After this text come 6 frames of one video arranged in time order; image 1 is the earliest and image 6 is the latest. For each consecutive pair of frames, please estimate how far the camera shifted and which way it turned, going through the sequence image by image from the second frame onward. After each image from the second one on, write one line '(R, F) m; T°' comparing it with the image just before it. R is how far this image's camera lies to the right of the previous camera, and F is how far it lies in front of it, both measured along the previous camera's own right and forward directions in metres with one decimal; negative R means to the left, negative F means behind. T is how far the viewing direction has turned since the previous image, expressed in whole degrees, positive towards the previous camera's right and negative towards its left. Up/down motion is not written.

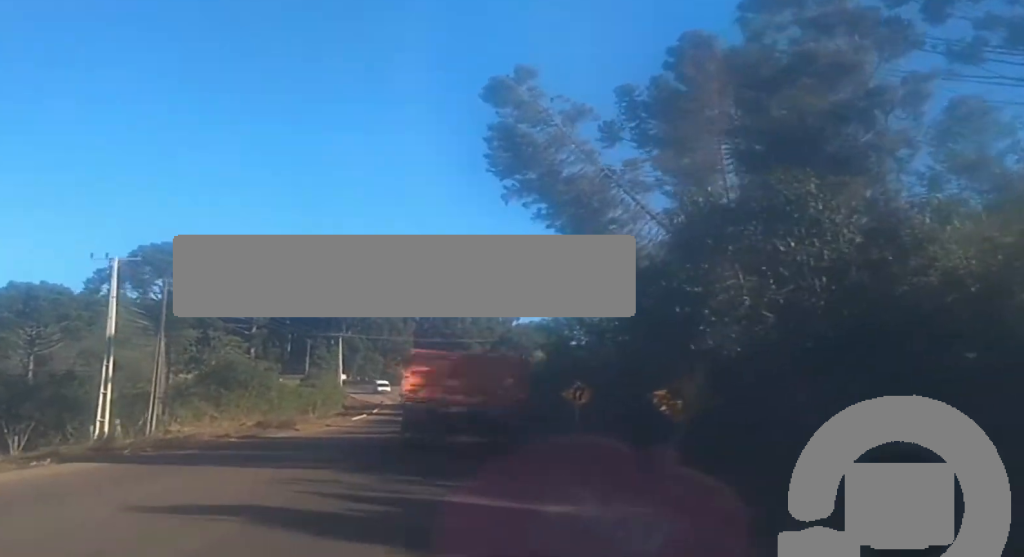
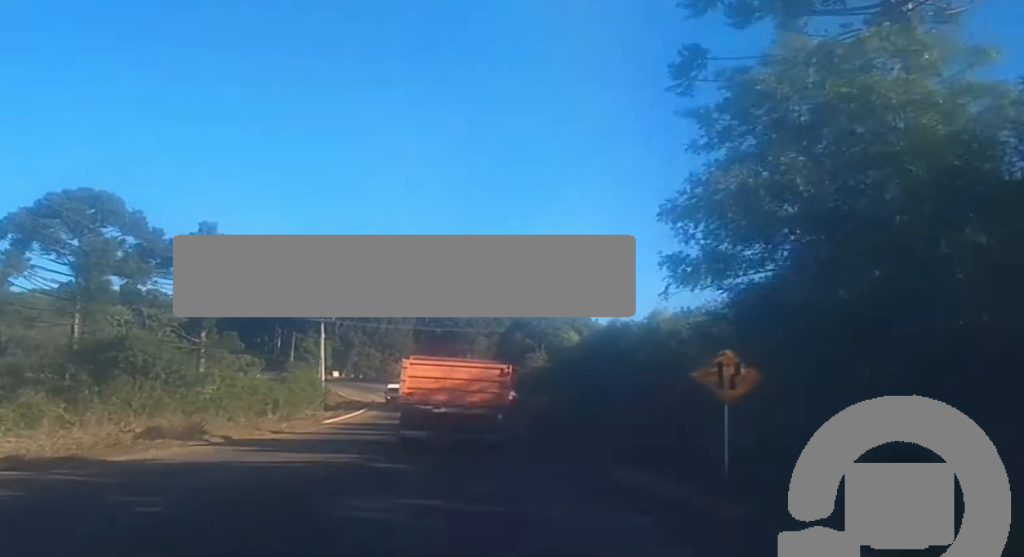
(-0.5, +19.3) m; 0°
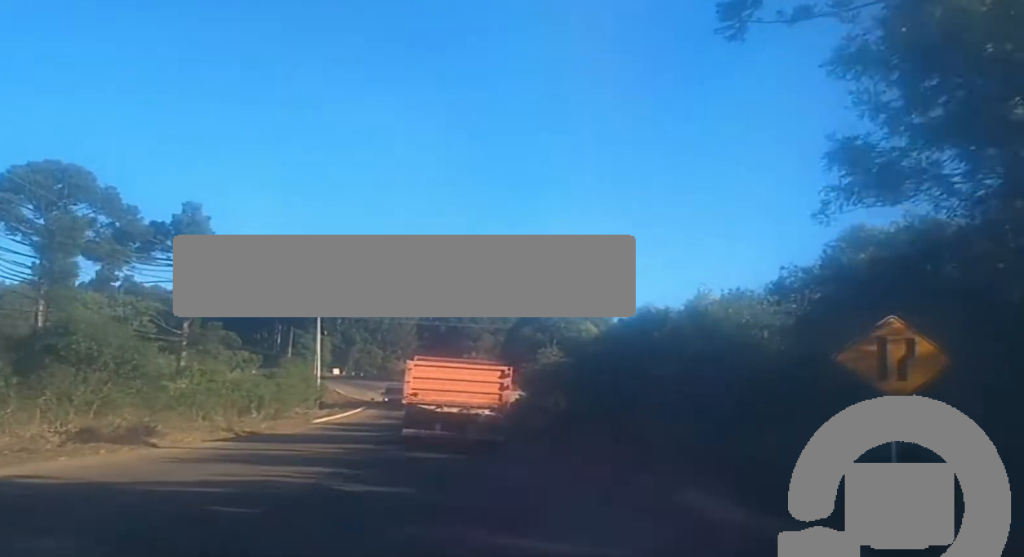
(0.0, +5.7) m; +1°
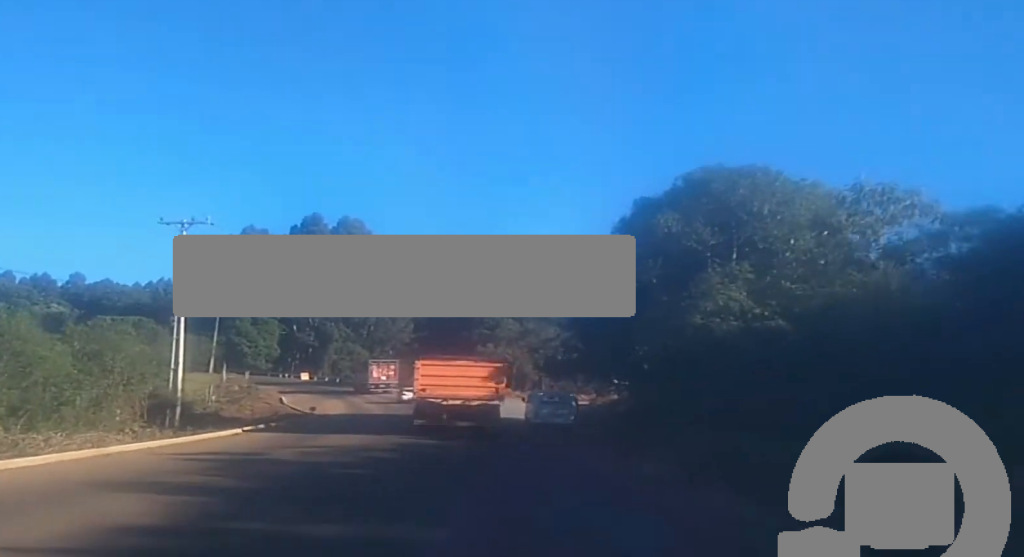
(-0.1, +50.2) m; +1°
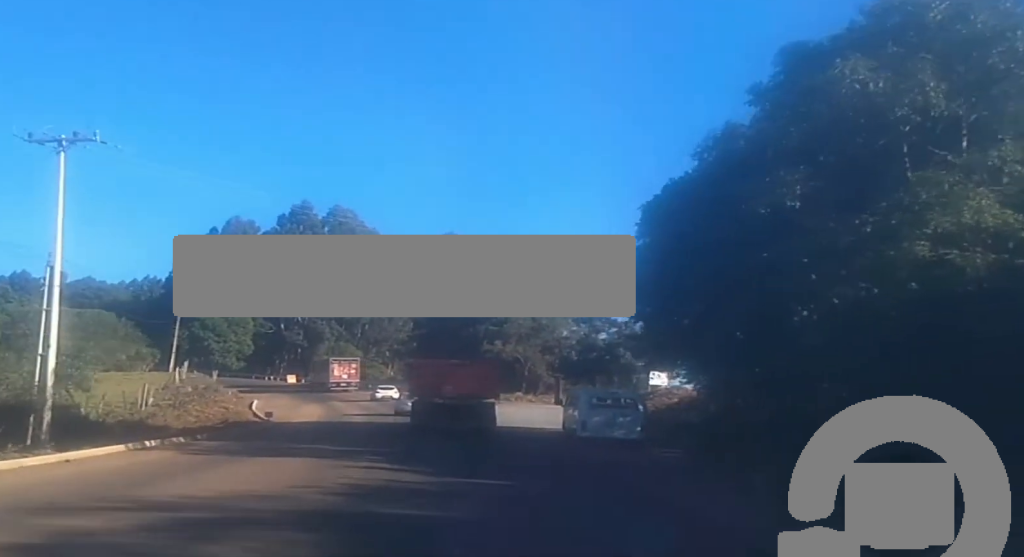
(0.0, +13.6) m; 0°
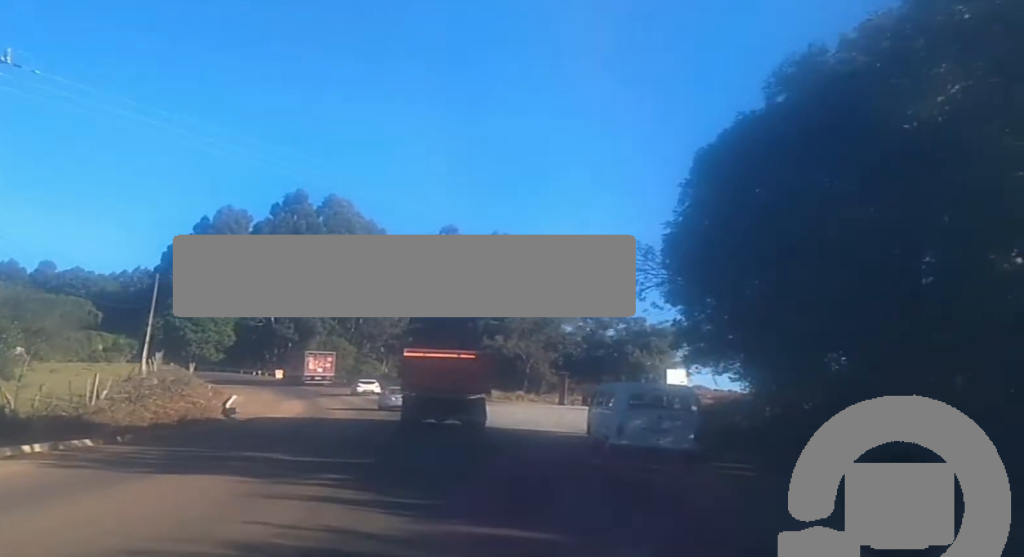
(0.0, +6.3) m; 0°
